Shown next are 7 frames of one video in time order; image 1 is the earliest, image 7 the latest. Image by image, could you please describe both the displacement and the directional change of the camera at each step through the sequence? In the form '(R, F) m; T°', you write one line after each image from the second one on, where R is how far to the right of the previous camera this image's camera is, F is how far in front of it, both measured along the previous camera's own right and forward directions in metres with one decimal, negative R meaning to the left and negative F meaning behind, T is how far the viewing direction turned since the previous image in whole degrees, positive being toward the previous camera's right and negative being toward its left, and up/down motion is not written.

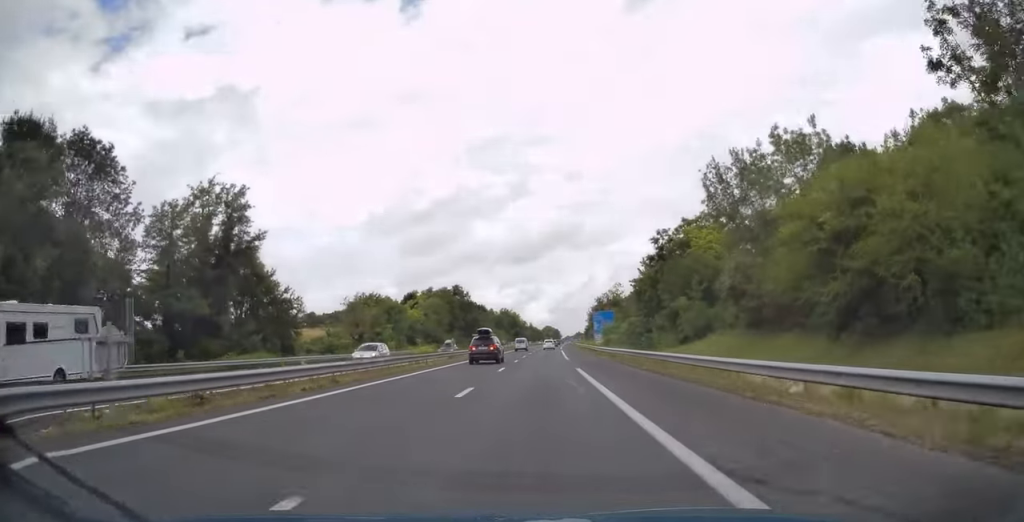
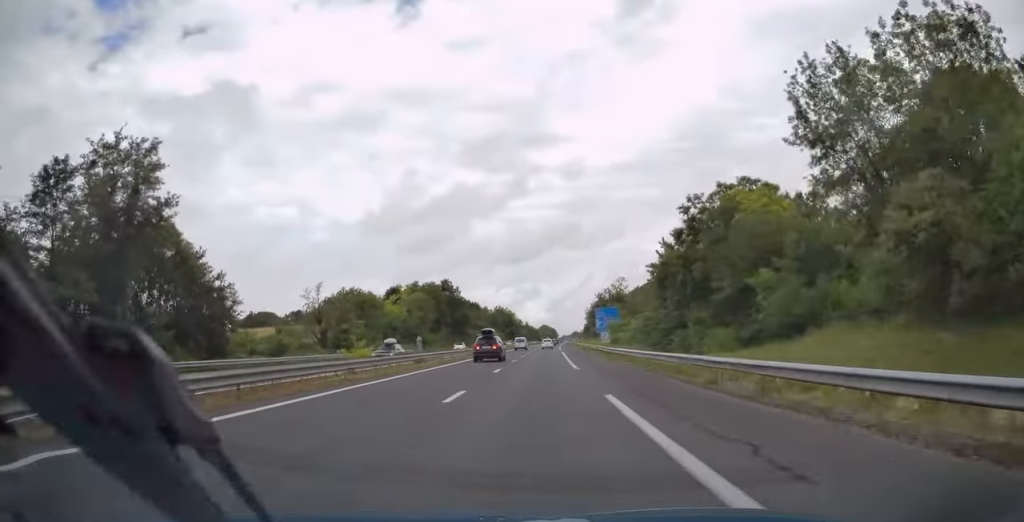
(0.0, +14.6) m; 0°
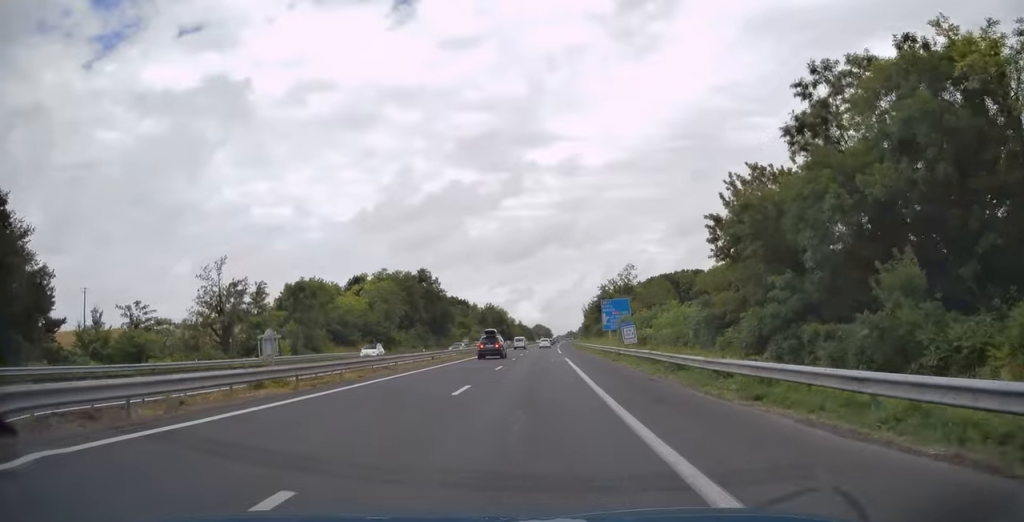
(+0.1, +24.3) m; 0°
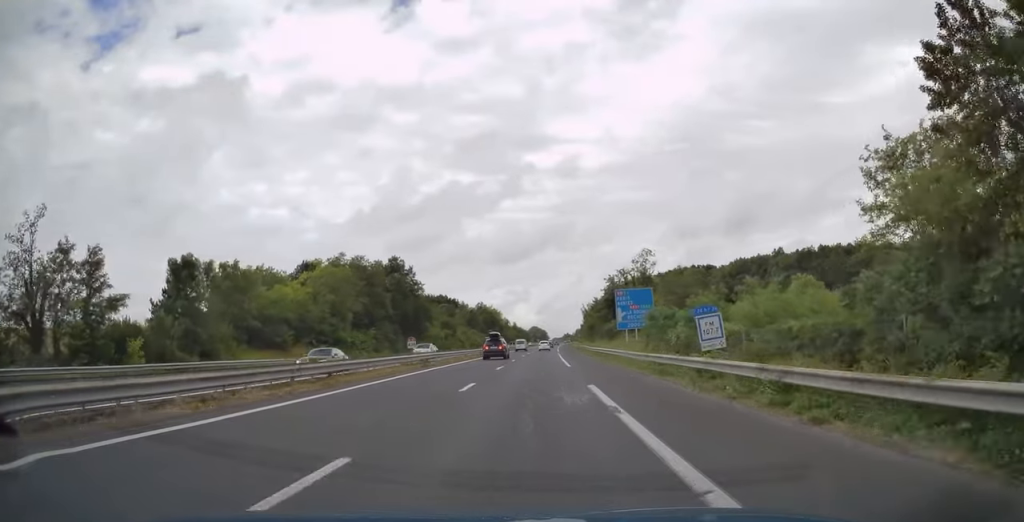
(0.0, +24.3) m; 0°
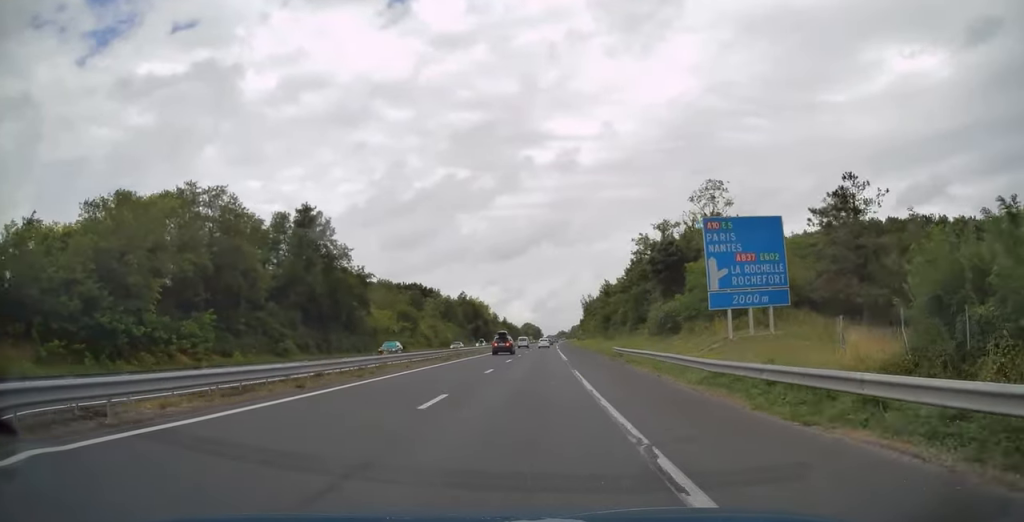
(+0.3, +44.3) m; +1°
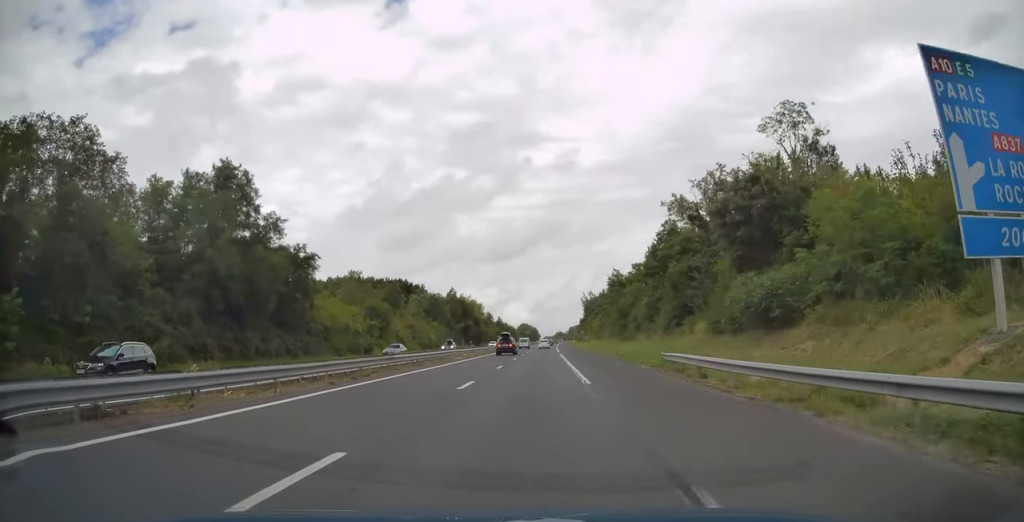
(+0.1, +21.0) m; 0°
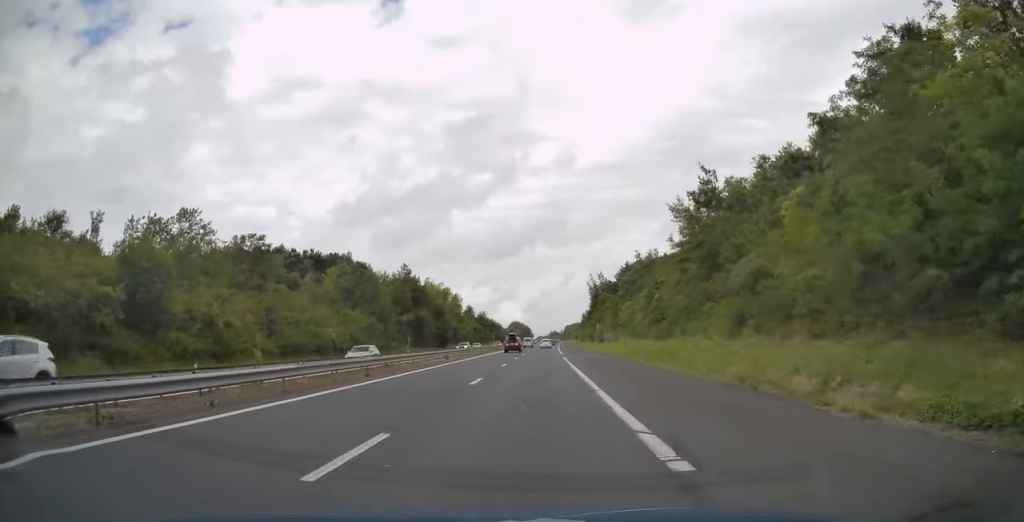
(+0.3, +63.4) m; 0°
